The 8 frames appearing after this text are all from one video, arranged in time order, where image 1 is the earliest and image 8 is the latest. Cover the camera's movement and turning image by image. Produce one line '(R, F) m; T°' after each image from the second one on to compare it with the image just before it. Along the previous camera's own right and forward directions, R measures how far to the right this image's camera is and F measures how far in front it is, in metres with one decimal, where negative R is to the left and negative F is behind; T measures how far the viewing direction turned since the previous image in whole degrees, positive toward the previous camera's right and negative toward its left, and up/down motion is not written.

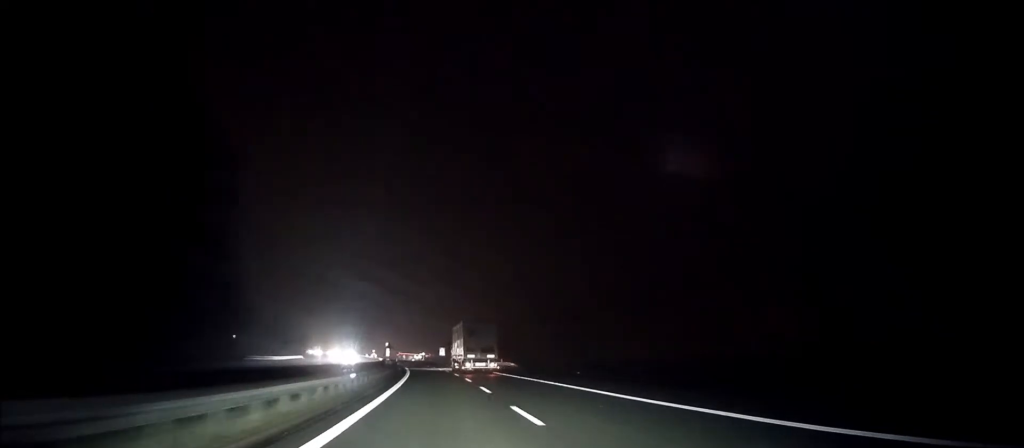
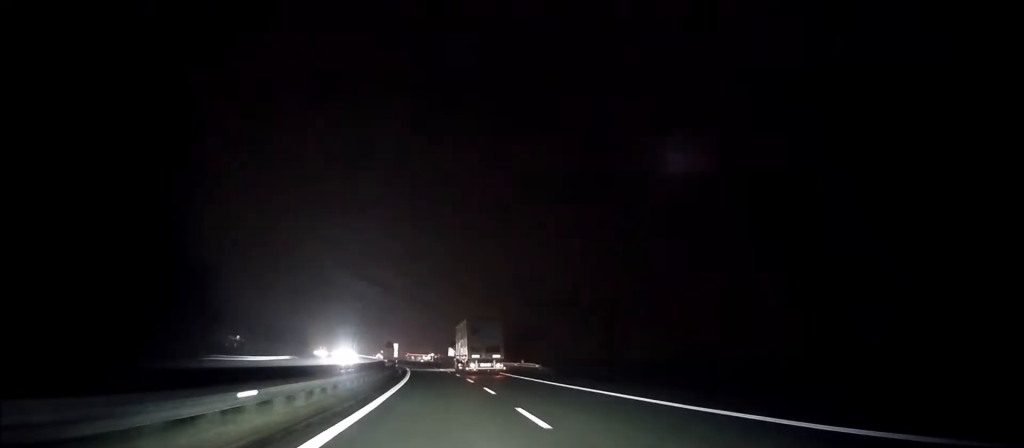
(0.0, +12.4) m; -1°
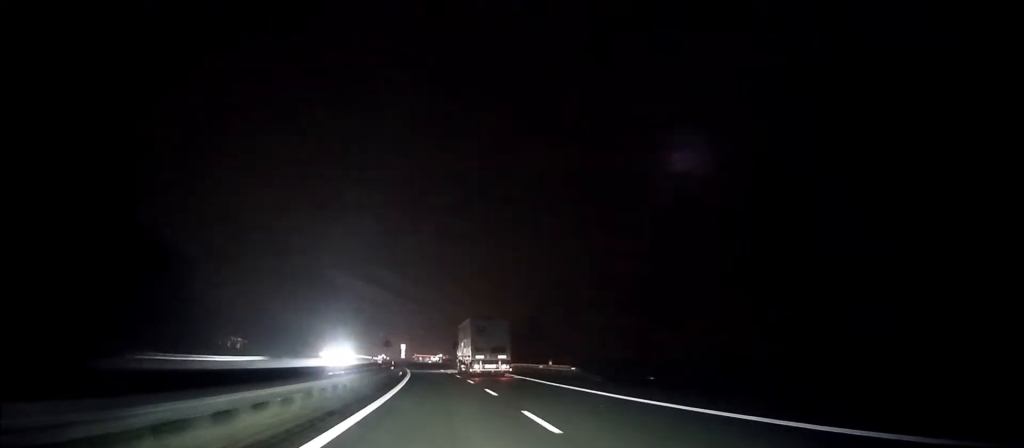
(-0.1, +12.4) m; -1°
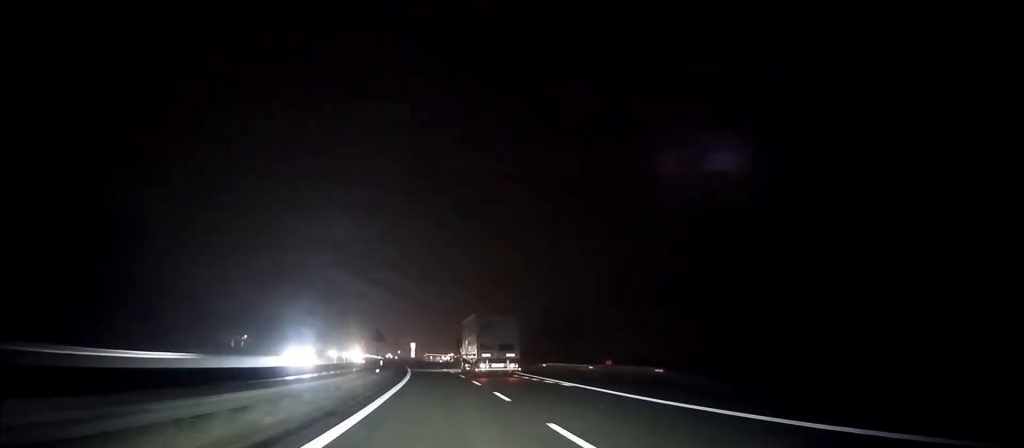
(-0.1, +15.5) m; -1°
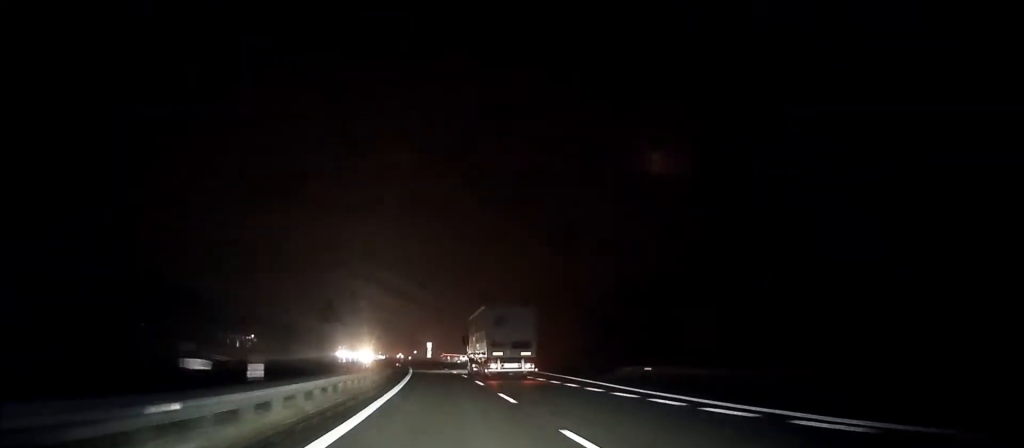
(-0.4, +24.8) m; -1°
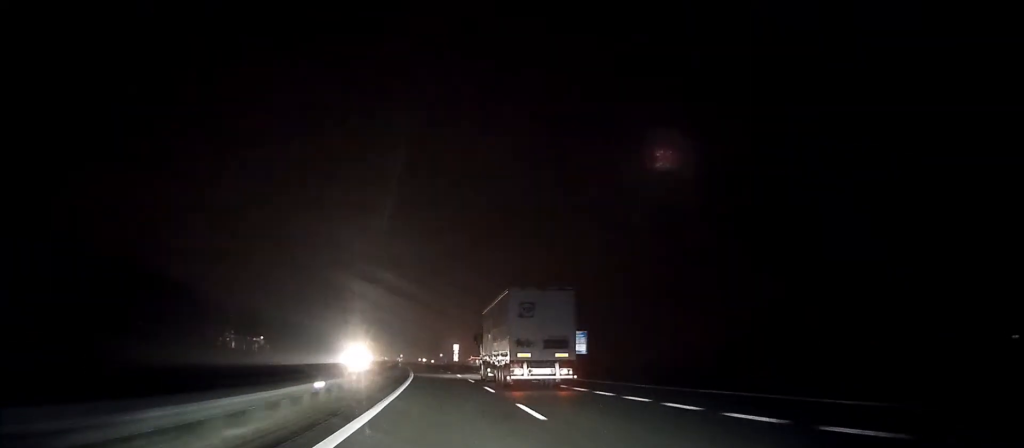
(-0.7, +40.2) m; -2°
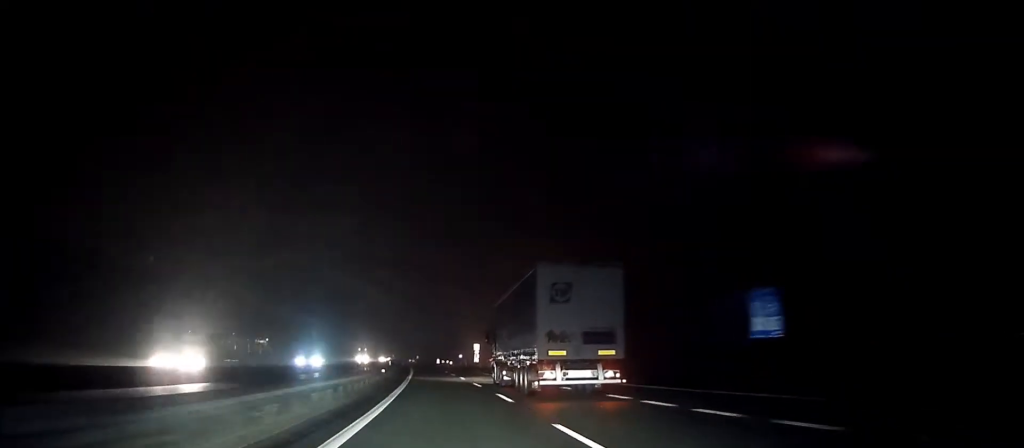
(-0.7, +29.7) m; -1°
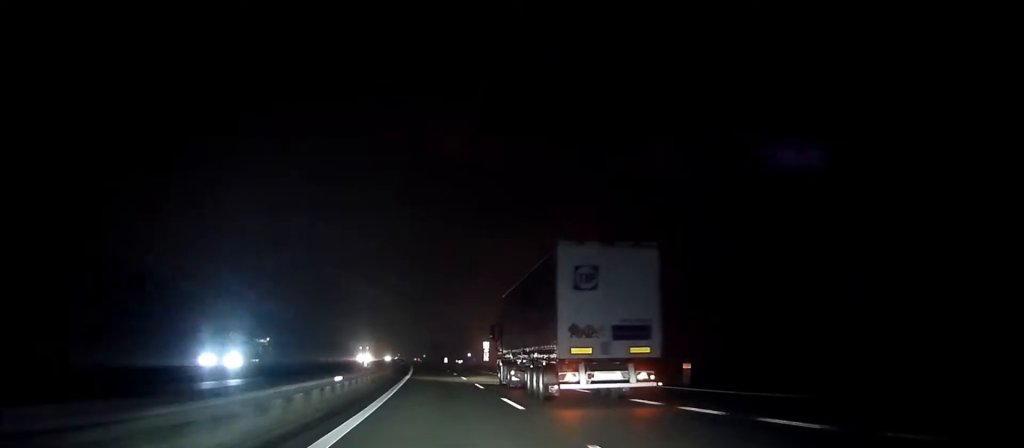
(0.0, +15.3) m; -1°
